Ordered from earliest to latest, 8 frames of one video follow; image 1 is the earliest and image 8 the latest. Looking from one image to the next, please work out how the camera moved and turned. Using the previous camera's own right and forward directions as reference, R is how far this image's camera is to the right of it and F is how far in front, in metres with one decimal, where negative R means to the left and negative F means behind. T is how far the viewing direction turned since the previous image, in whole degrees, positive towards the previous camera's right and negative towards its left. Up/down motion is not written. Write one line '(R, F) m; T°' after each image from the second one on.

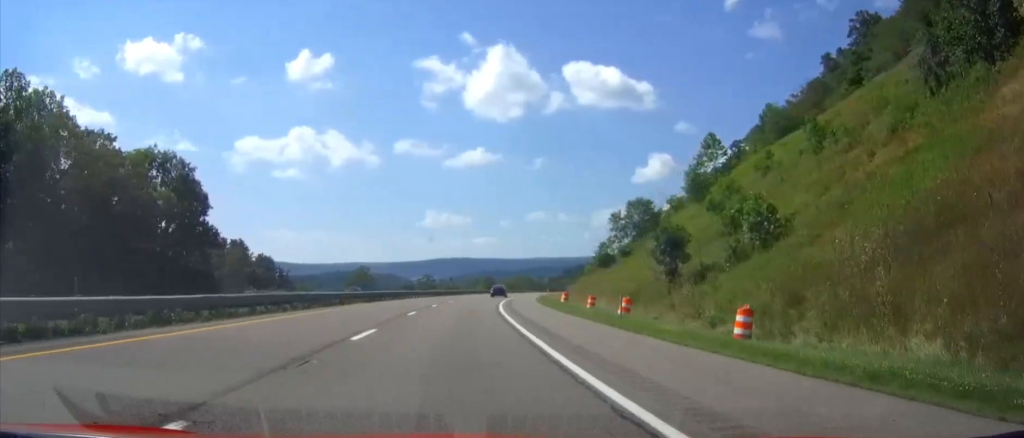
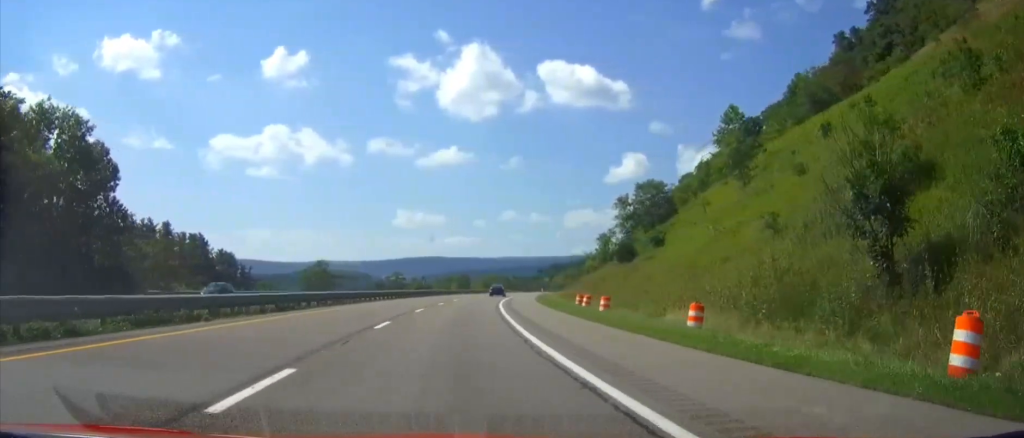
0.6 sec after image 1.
(+0.3, +21.0) m; +2°
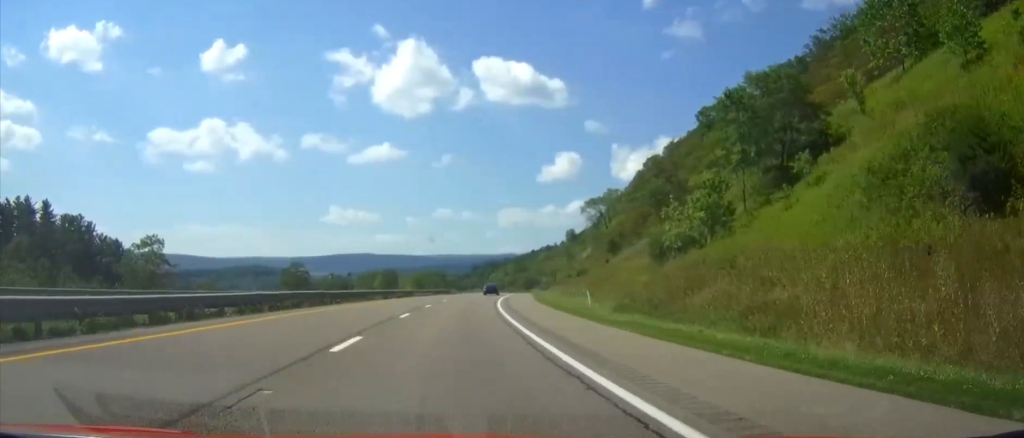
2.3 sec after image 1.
(+2.7, +55.1) m; +6°
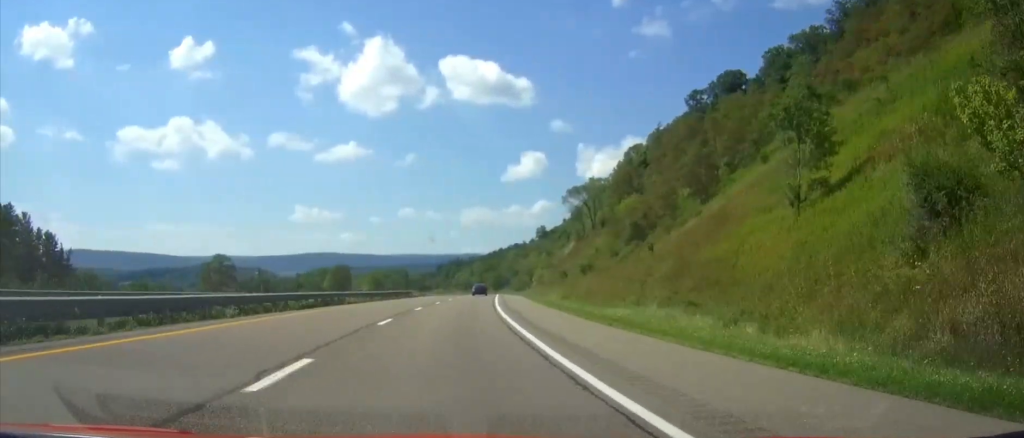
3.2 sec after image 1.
(+0.8, +28.9) m; +3°
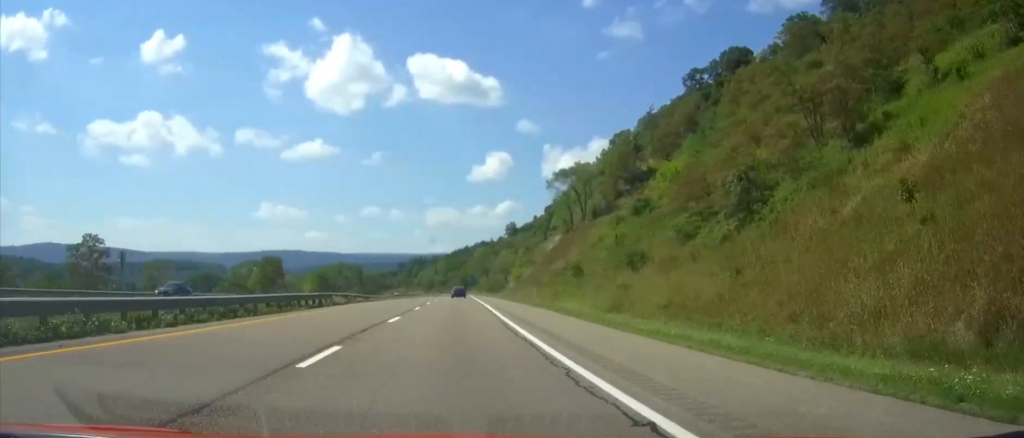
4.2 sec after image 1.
(+1.0, +34.5) m; +2°
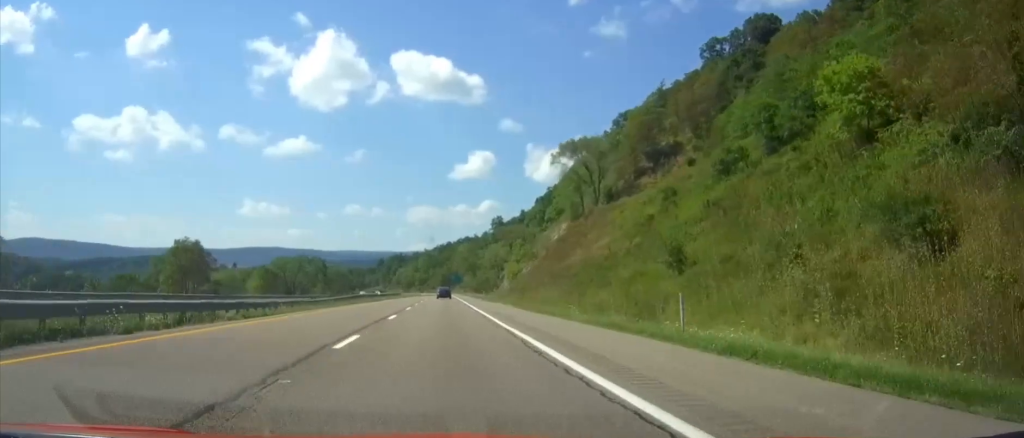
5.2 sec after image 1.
(+0.2, +33.4) m; 0°
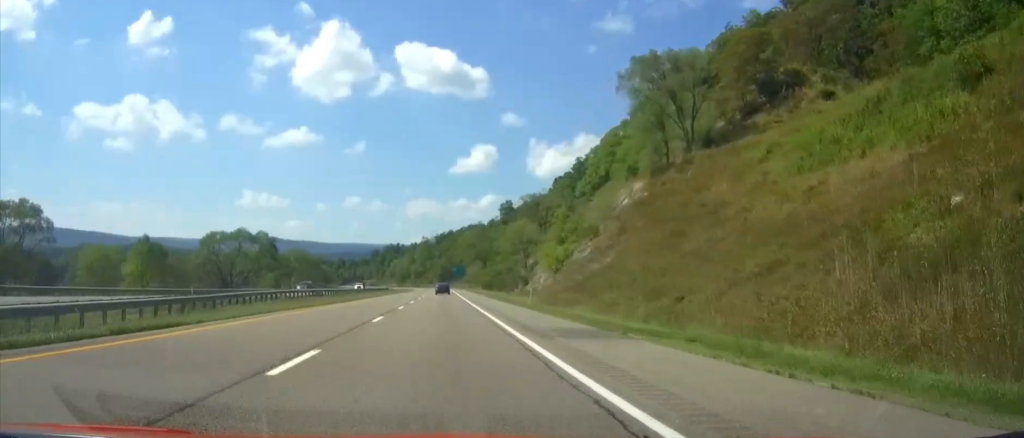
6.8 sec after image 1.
(0.0, +52.5) m; 0°
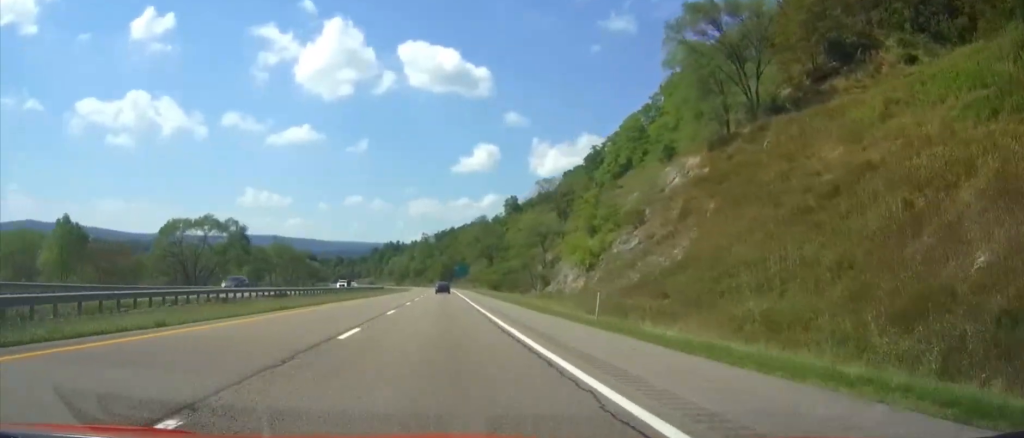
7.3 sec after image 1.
(0.0, +19.0) m; 0°
